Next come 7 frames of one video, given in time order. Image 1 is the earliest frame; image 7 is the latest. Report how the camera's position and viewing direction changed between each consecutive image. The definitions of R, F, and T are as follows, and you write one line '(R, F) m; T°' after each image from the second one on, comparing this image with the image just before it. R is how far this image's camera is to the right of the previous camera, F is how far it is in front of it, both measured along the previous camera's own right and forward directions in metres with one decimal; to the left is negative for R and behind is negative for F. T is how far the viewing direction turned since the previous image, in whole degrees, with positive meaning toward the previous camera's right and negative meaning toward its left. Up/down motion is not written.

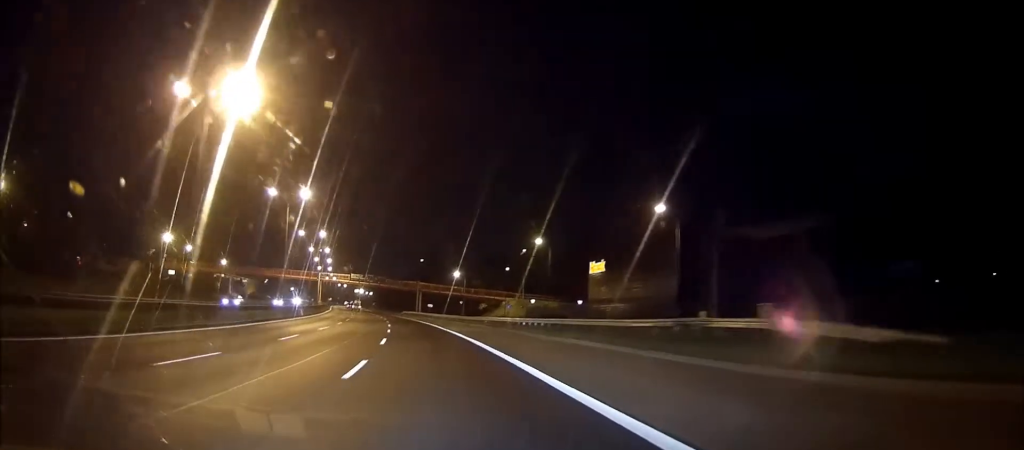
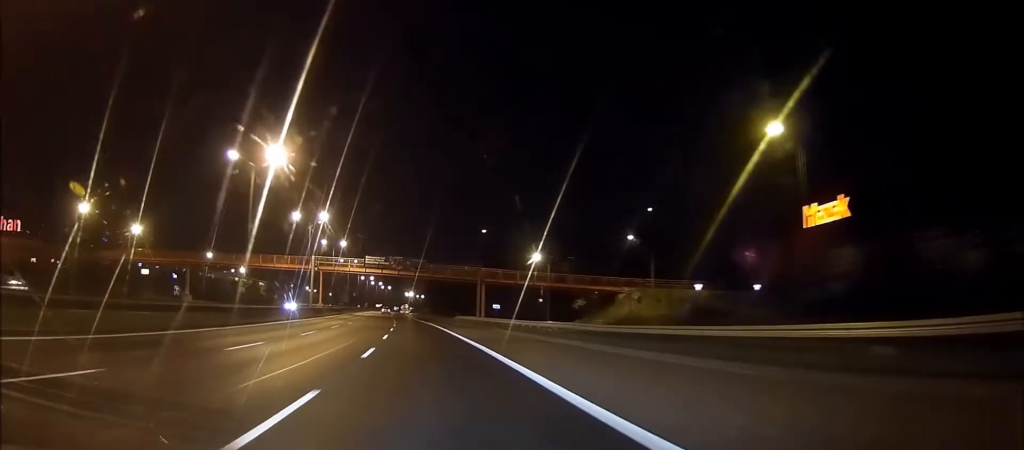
(-1.4, +54.9) m; -3°
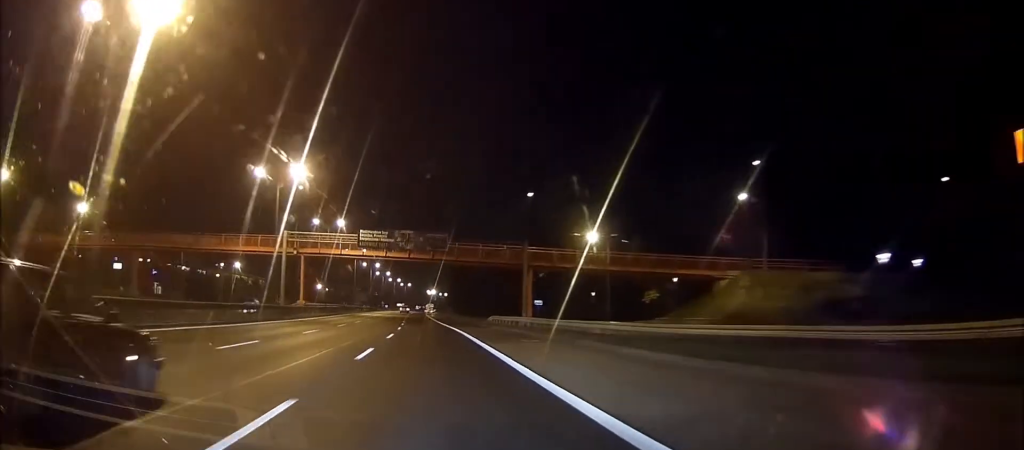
(-0.2, +25.5) m; -1°
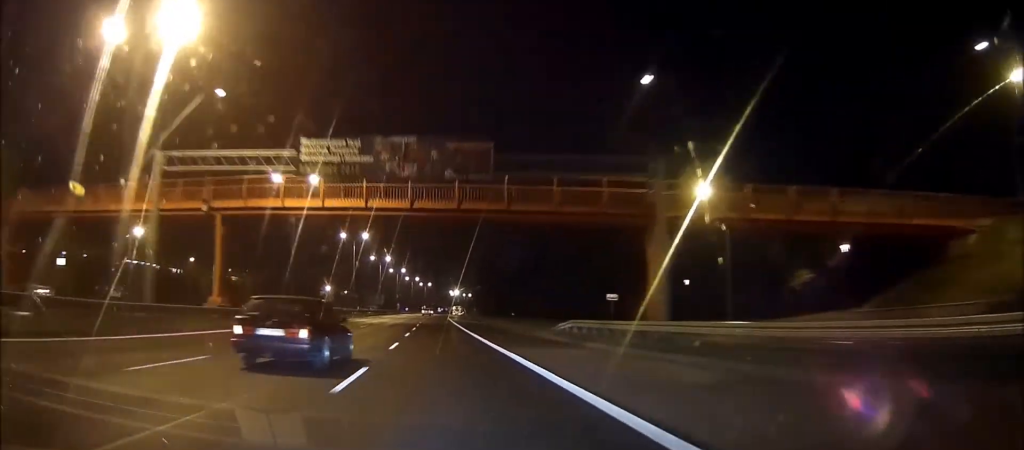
(-0.1, +30.5) m; 0°
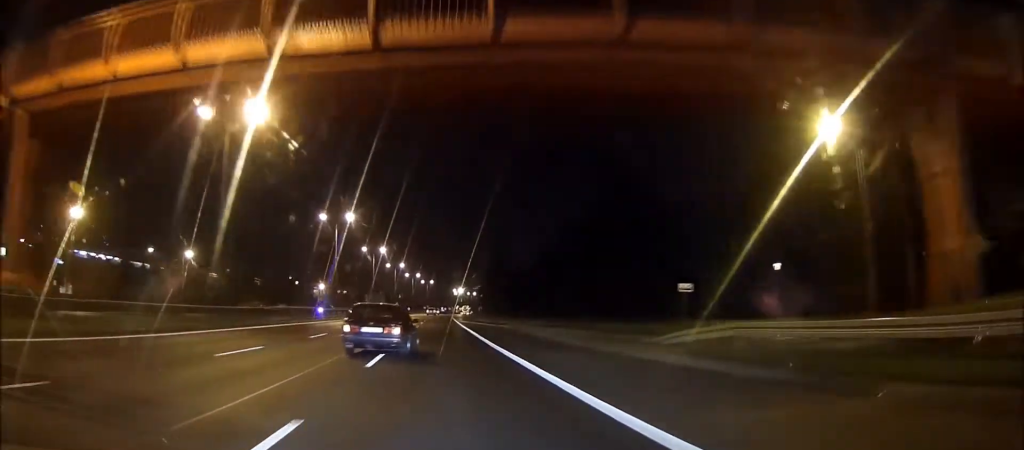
(0.0, +19.2) m; 0°
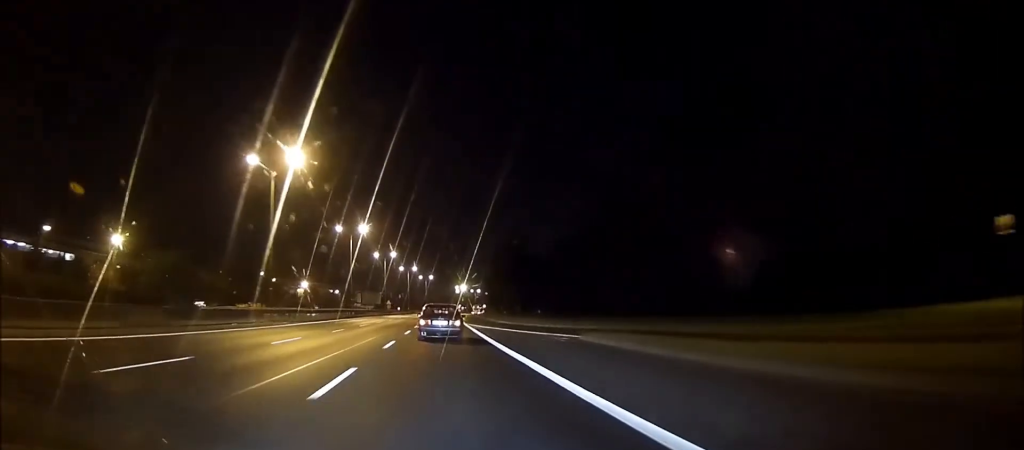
(+0.2, +29.9) m; 0°
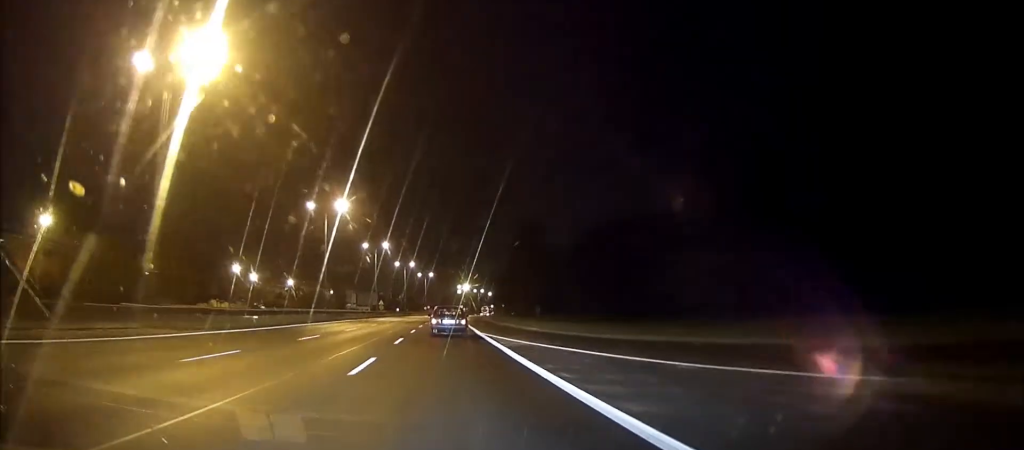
(0.0, +20.4) m; +1°
